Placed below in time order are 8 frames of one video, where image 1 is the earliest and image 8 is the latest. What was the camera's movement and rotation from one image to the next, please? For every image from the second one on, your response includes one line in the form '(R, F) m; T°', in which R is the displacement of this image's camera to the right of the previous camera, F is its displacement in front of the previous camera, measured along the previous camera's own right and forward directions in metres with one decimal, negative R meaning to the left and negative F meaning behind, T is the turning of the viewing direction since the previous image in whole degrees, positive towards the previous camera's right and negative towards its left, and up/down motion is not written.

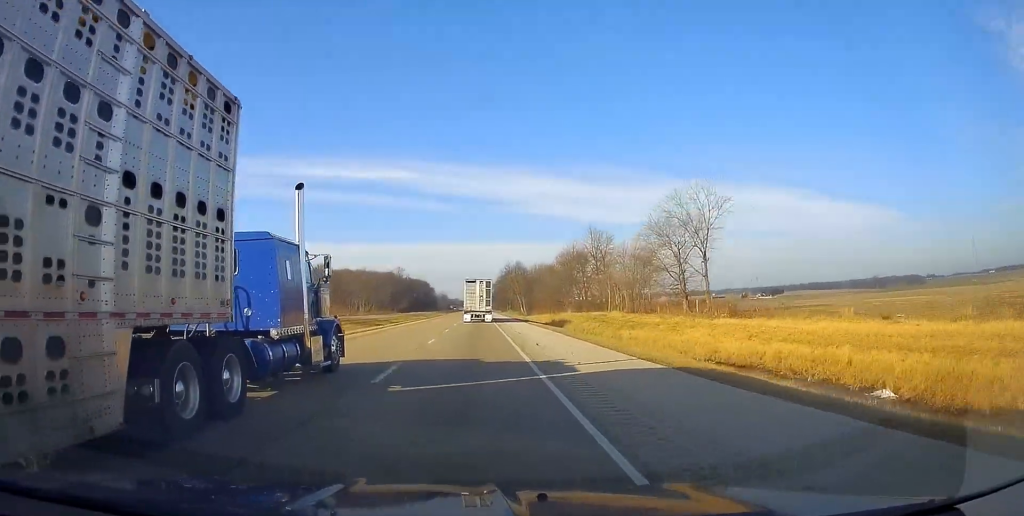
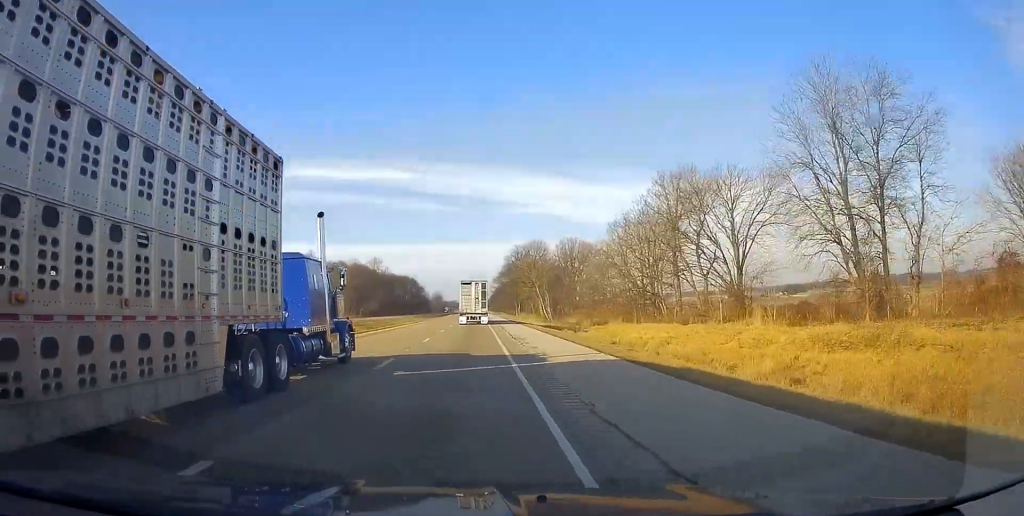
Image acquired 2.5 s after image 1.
(0.0, +82.7) m; 0°
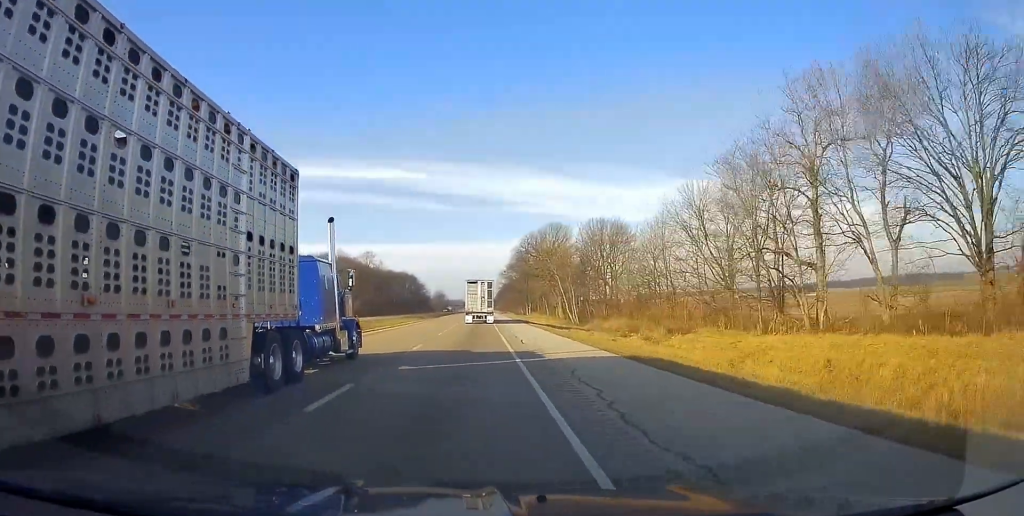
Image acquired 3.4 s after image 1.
(0.0, +30.8) m; 0°
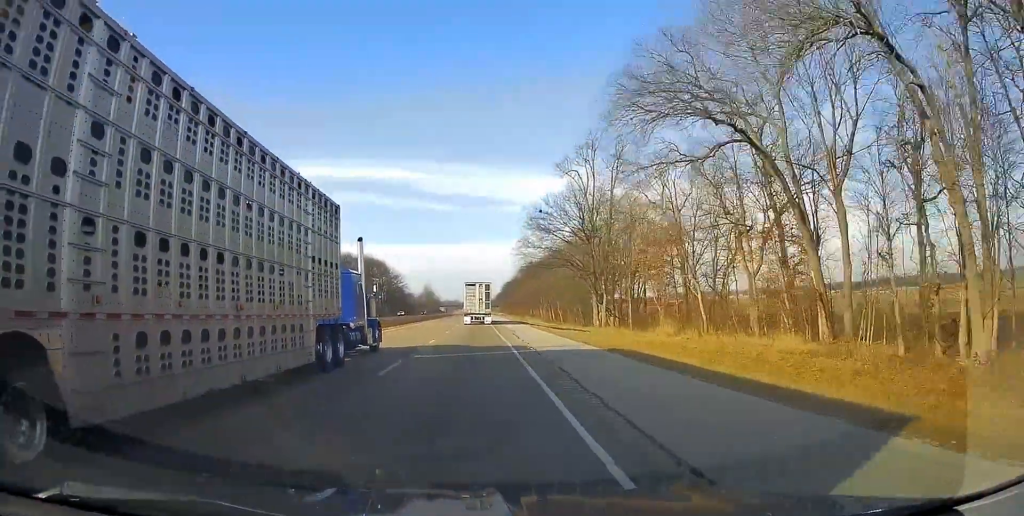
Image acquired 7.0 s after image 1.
(-0.1, +117.5) m; 0°
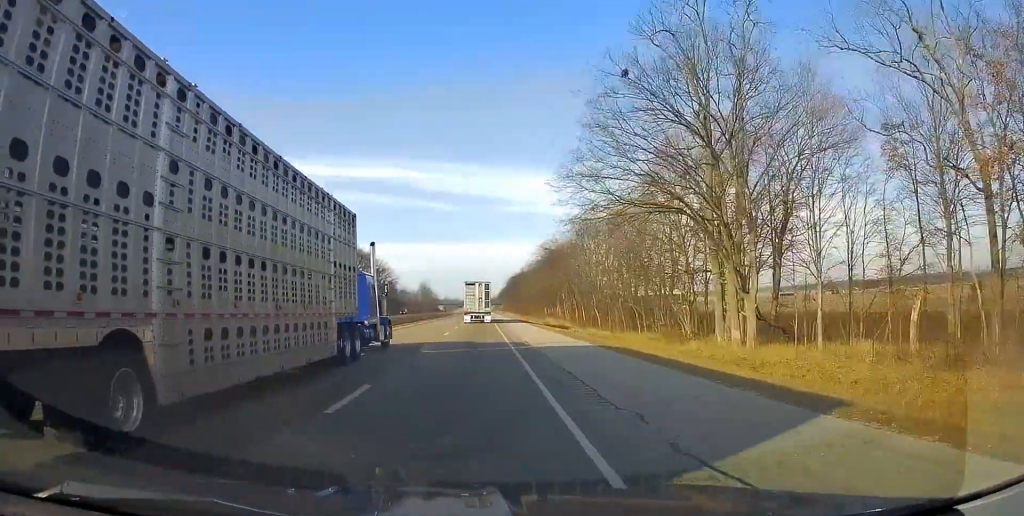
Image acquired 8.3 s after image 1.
(0.0, +41.5) m; 0°
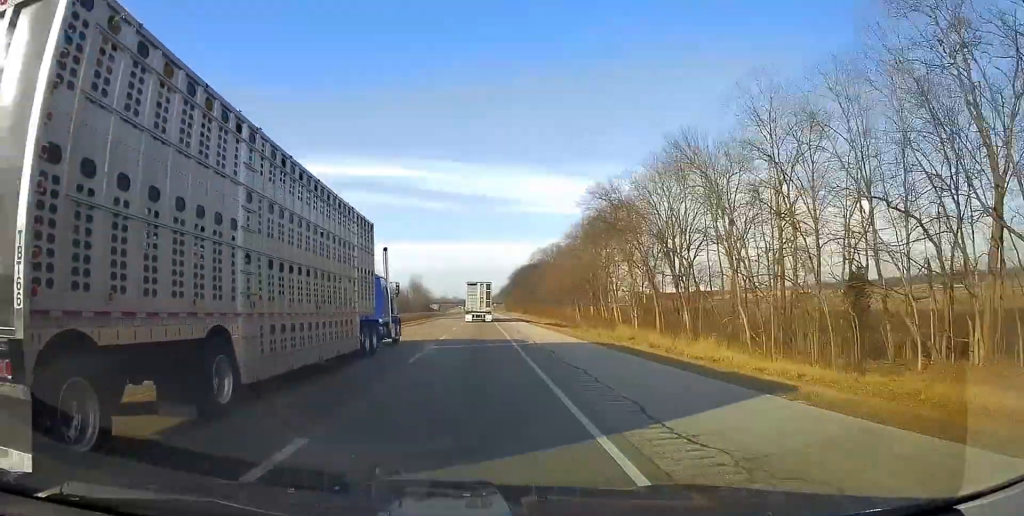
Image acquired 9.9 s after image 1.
(0.0, +53.4) m; 0°
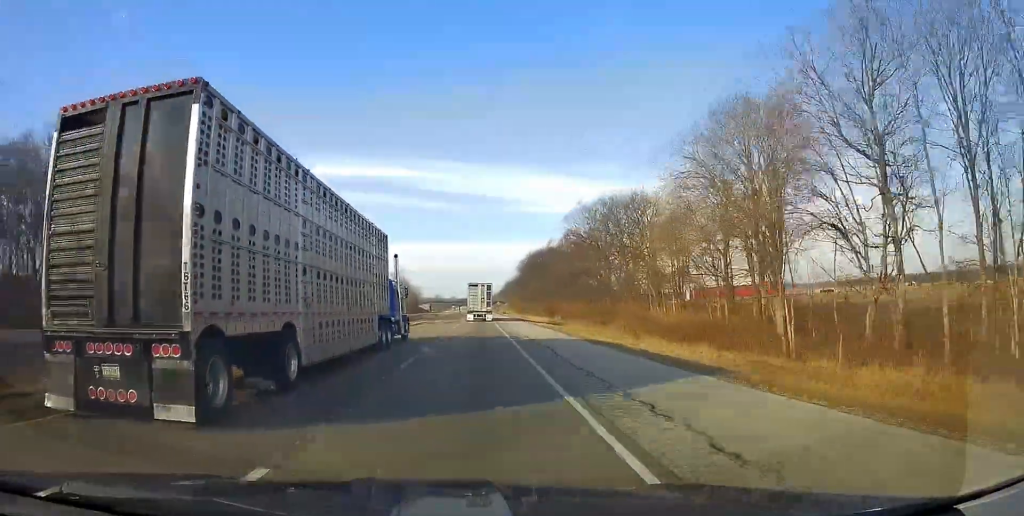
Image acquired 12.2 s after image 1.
(0.0, +73.9) m; 0°
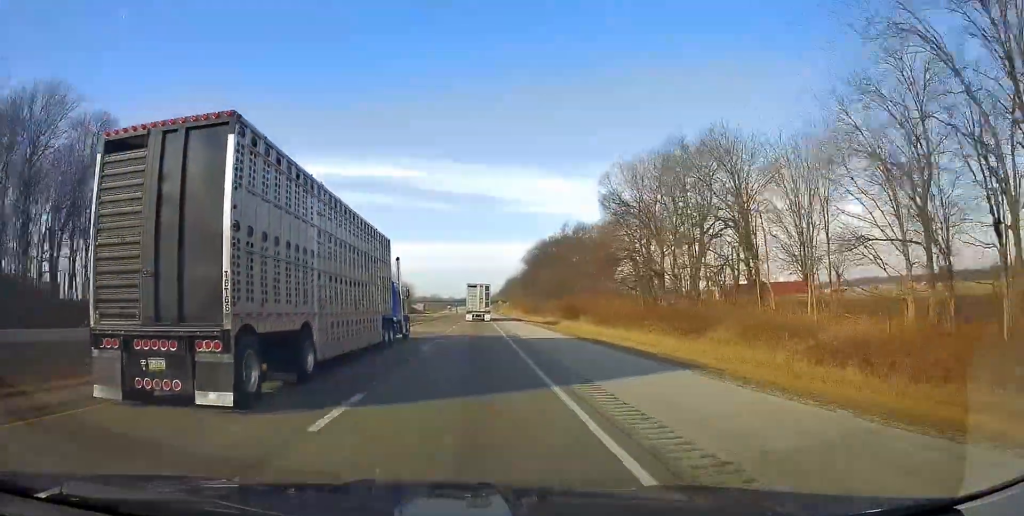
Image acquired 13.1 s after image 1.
(0.0, +31.5) m; 0°
